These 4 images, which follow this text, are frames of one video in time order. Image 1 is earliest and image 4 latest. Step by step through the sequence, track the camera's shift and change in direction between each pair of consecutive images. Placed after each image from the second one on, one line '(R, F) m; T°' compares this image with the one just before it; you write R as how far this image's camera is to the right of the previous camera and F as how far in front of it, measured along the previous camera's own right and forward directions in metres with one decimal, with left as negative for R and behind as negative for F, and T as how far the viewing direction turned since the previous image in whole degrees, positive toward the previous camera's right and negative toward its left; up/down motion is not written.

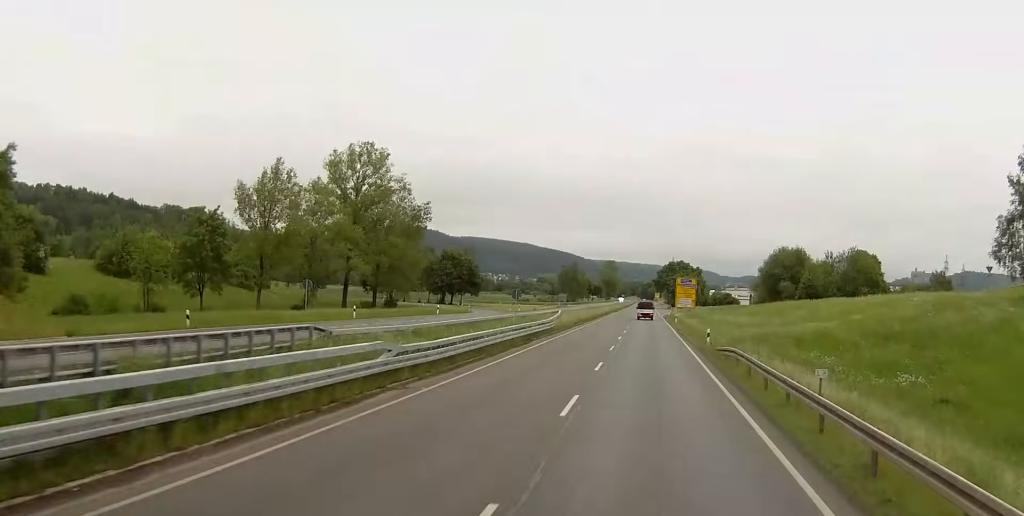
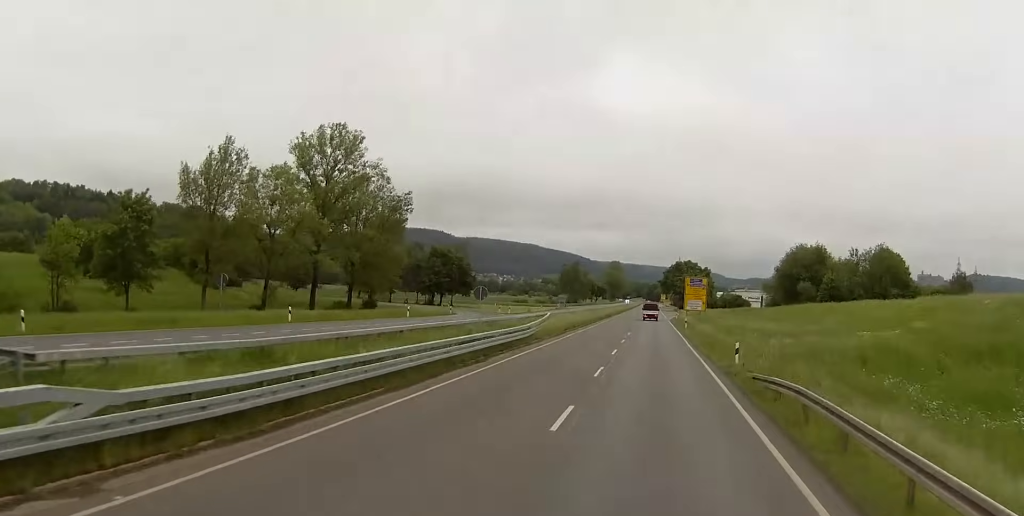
(0.0, +13.9) m; 0°
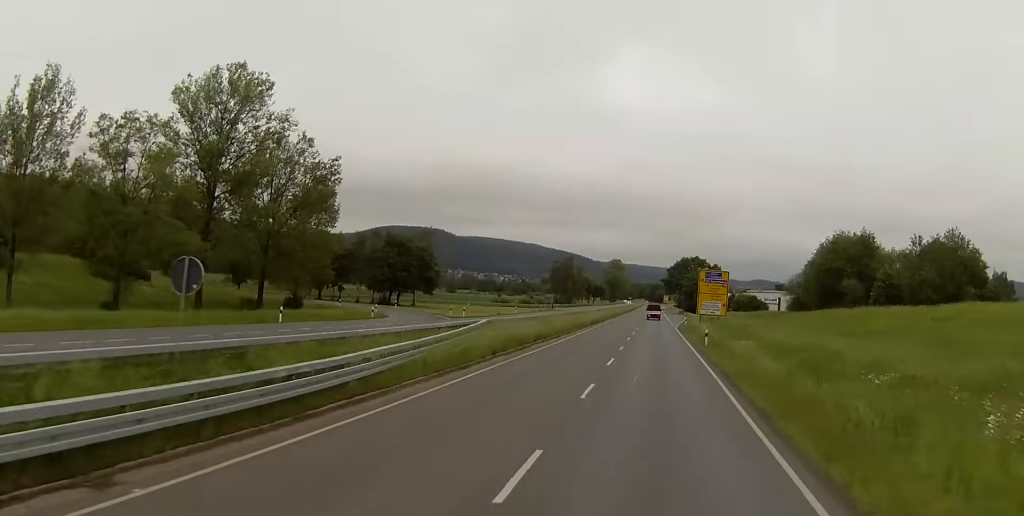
(-0.2, +29.7) m; -1°
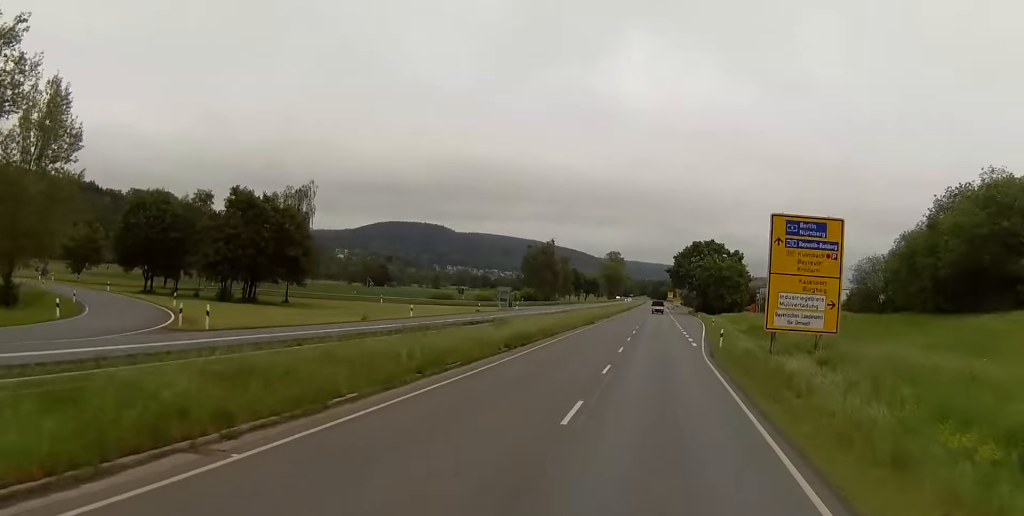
(+0.4, +53.3) m; +1°
